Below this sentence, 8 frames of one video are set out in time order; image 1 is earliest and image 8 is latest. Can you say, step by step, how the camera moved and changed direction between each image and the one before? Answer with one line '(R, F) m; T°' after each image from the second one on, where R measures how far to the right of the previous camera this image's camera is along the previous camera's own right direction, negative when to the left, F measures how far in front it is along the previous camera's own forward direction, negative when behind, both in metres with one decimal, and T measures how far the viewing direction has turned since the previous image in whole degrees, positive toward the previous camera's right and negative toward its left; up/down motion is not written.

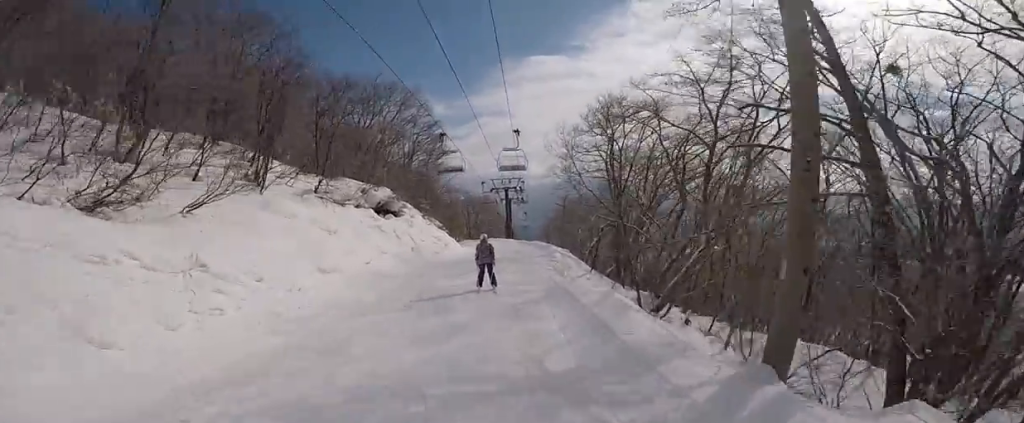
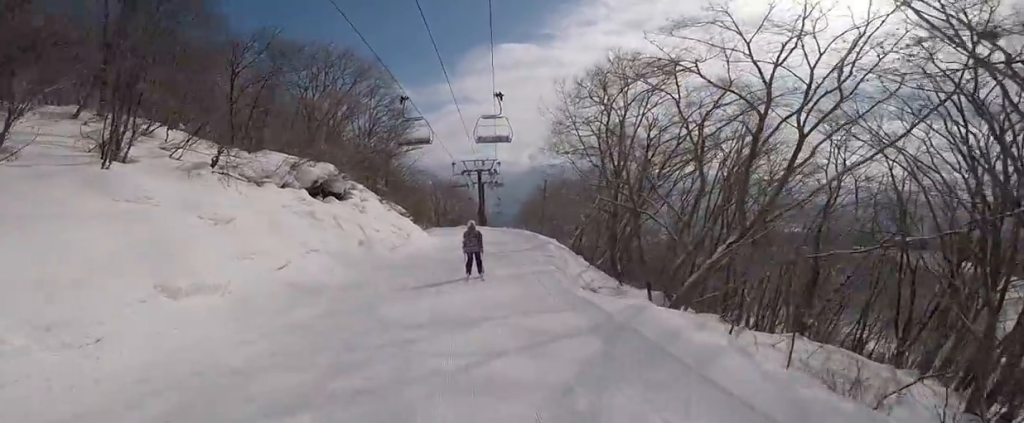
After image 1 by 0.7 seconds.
(0.0, +5.4) m; +6°
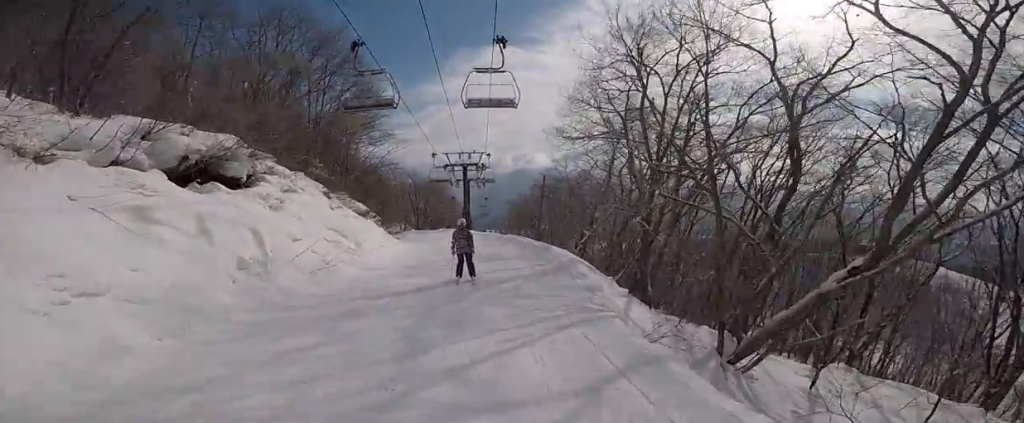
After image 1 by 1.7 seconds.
(+0.7, +7.1) m; +5°
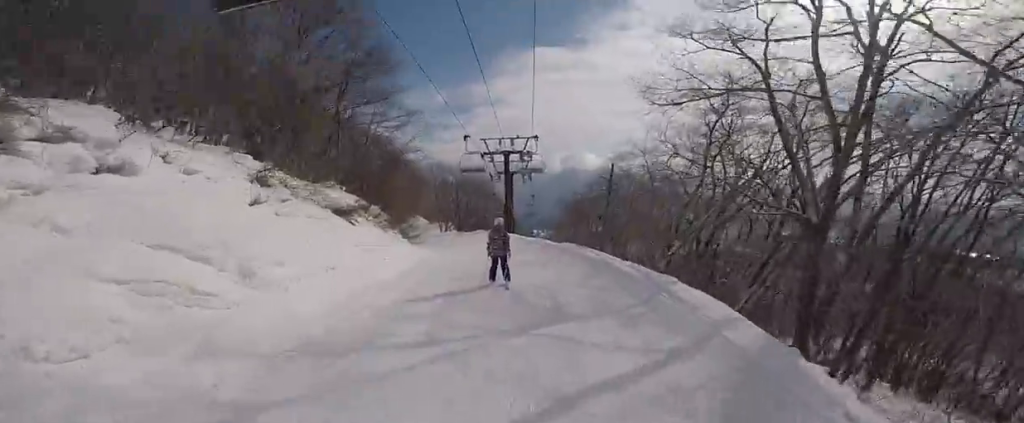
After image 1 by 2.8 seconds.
(-0.2, +8.8) m; 0°
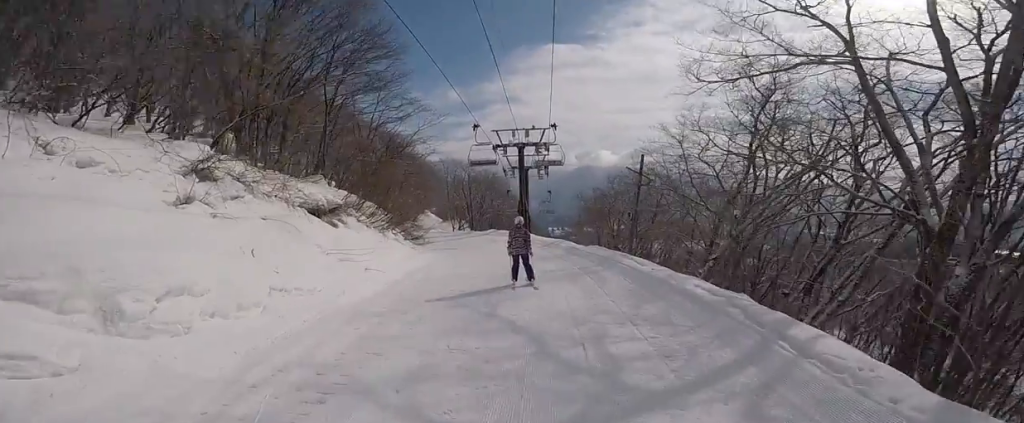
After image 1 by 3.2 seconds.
(-0.4, +3.0) m; 0°
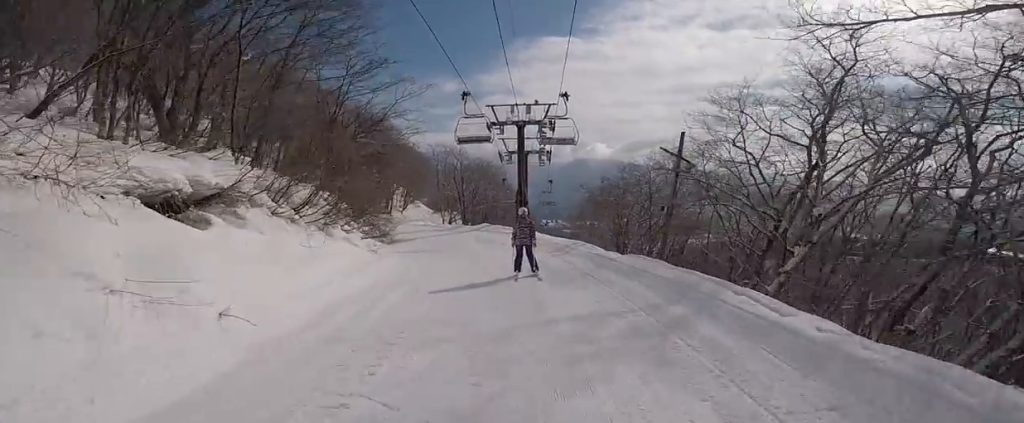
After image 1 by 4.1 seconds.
(+1.2, +6.0) m; 0°
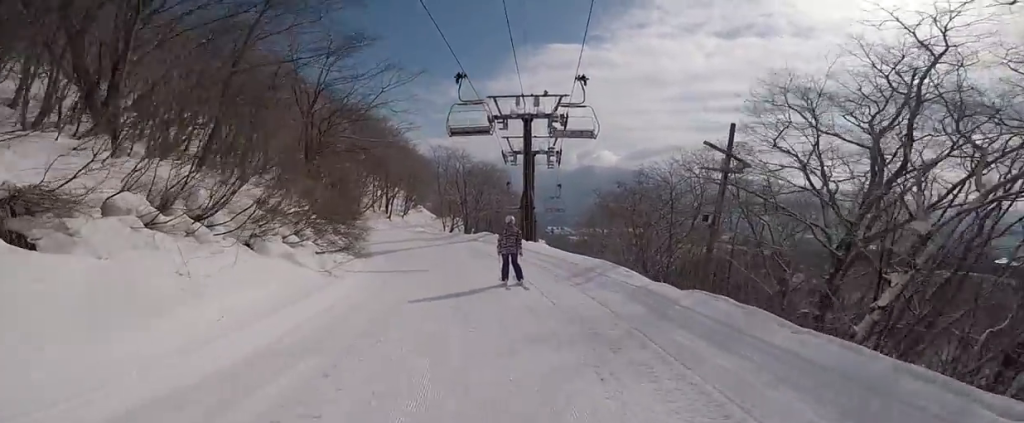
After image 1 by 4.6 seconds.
(-0.4, +4.0) m; -5°
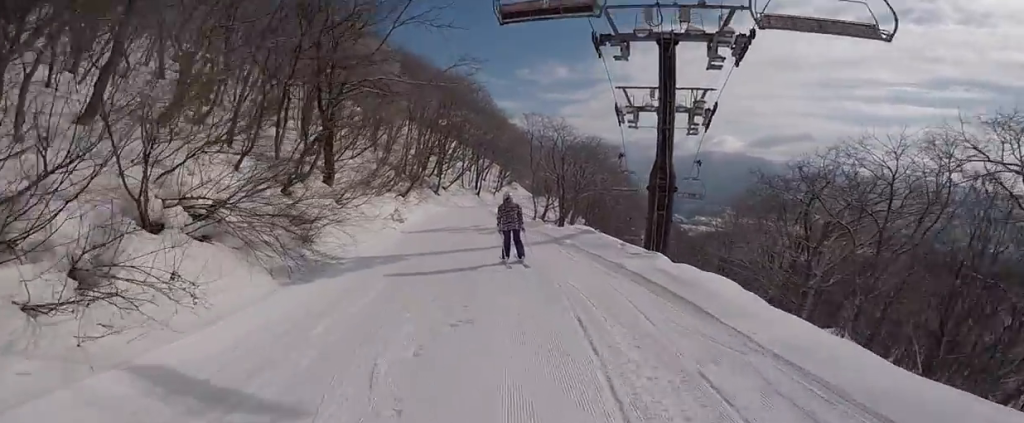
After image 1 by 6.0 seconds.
(-1.2, +9.9) m; -8°
